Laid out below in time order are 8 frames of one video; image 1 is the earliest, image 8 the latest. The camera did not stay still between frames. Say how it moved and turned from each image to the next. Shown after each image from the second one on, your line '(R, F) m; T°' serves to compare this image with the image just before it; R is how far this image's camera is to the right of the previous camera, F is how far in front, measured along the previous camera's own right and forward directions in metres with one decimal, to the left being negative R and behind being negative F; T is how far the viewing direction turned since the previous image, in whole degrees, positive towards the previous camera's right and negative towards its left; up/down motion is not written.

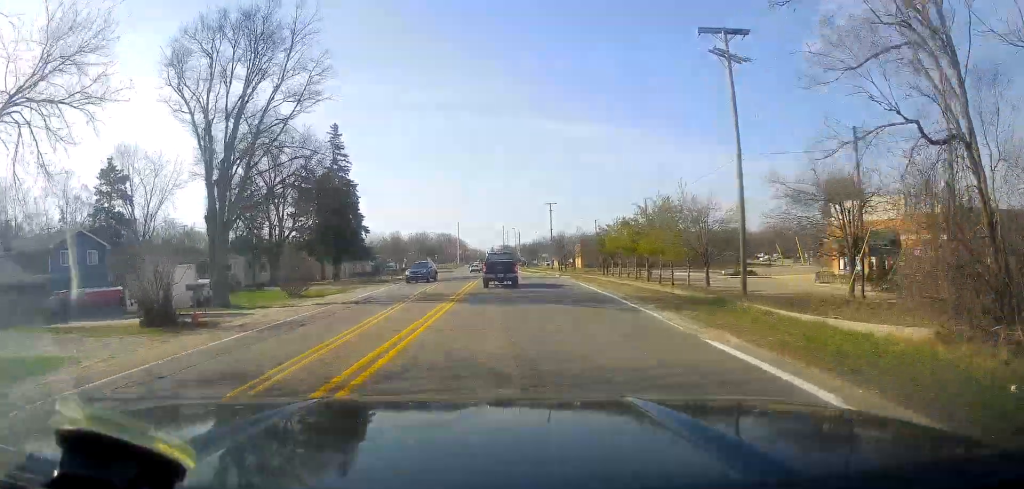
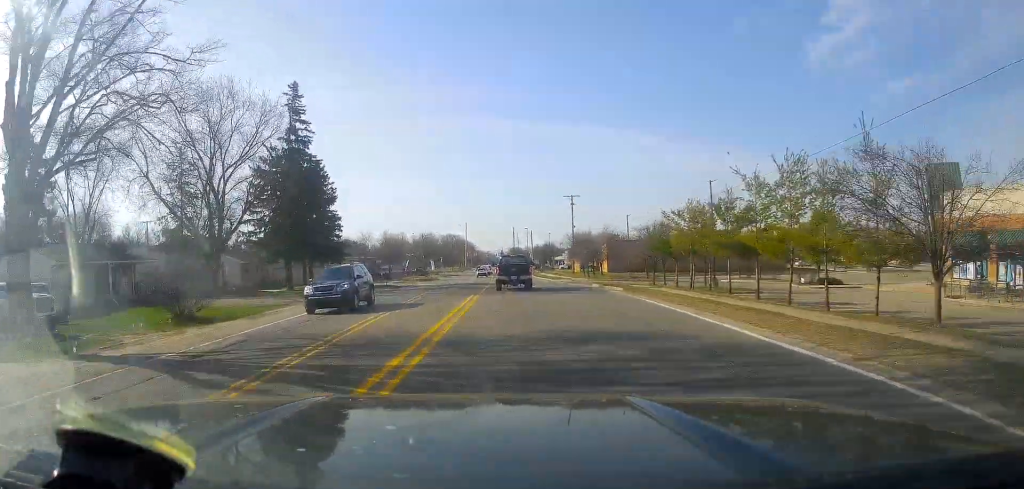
(+0.2, +16.6) m; -1°
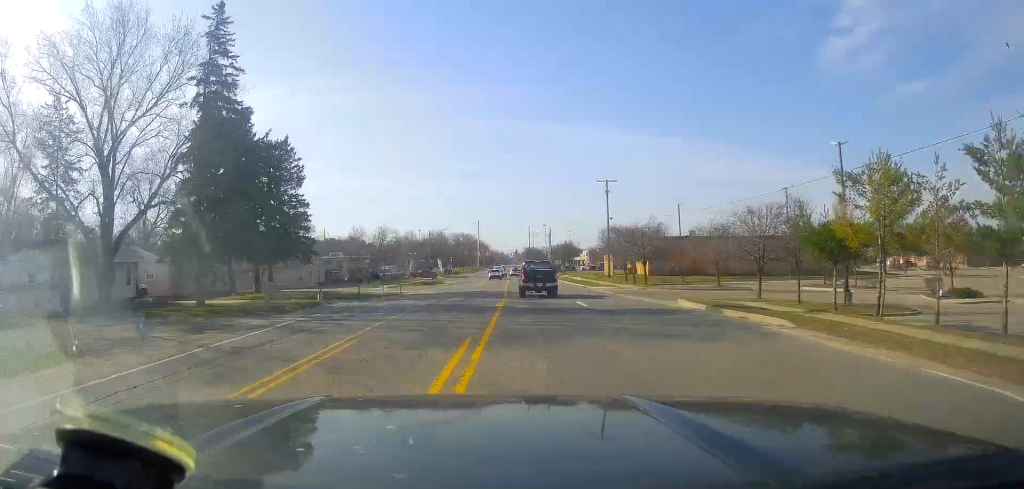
(-0.6, +16.9) m; -3°
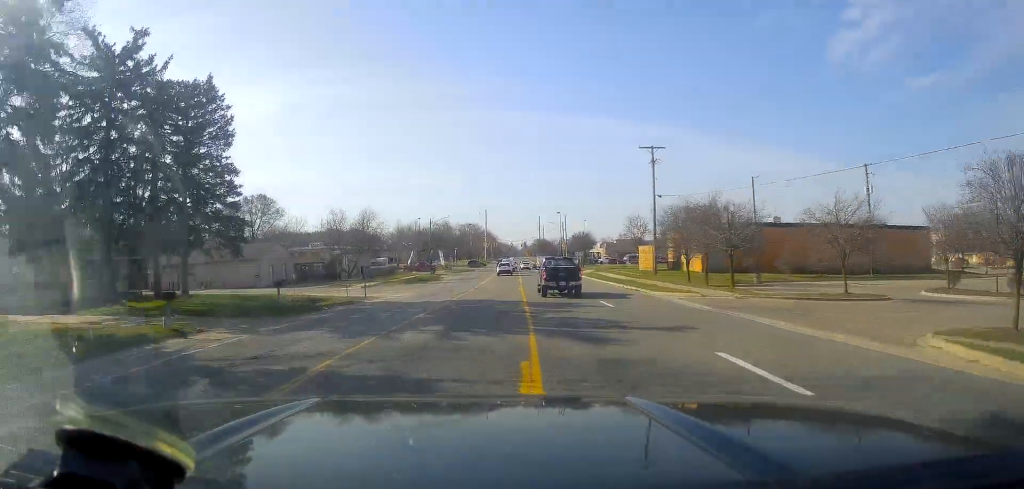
(-0.2, +16.8) m; 0°
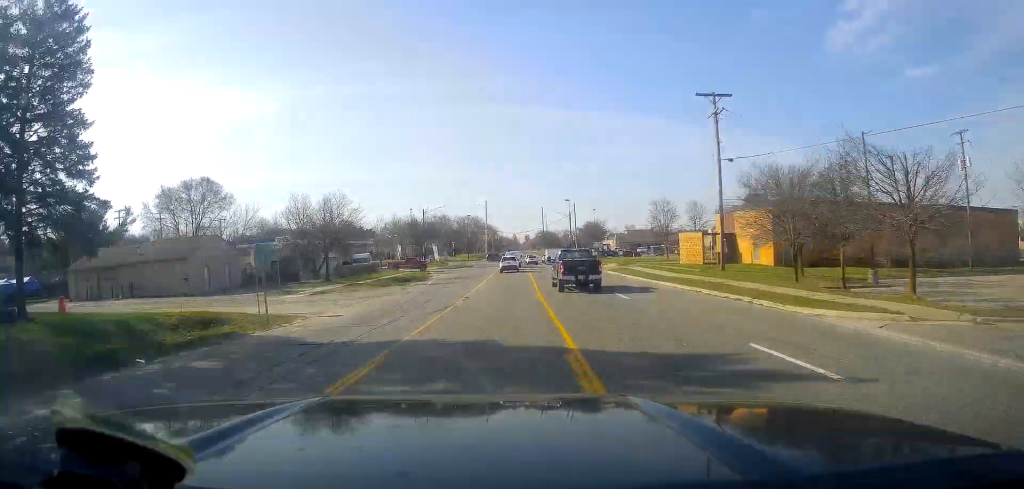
(+0.3, +16.2) m; +3°
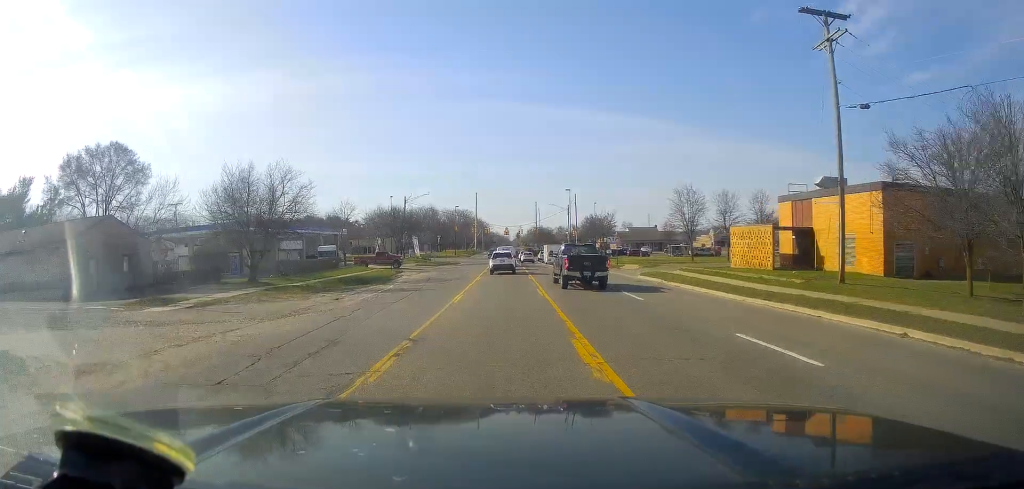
(+0.5, +16.0) m; +2°
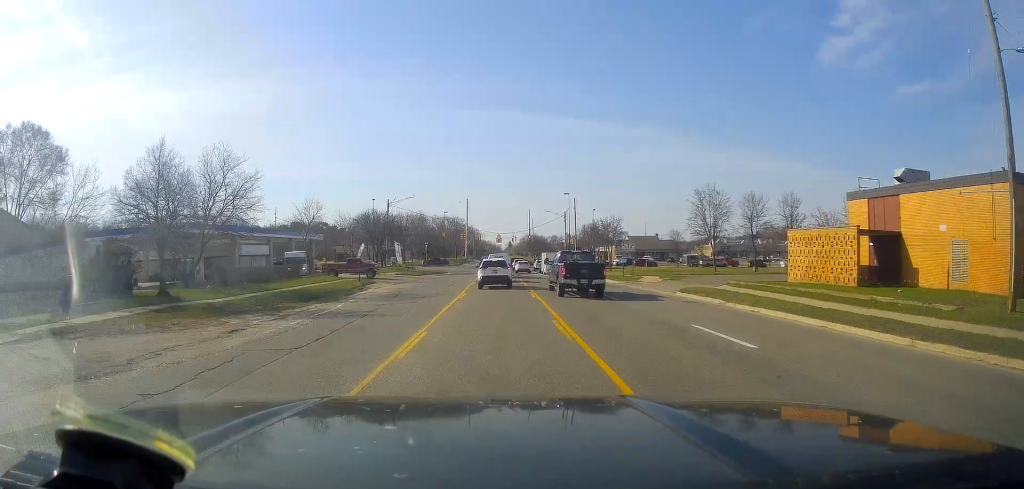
(0.0, +10.0) m; -4°
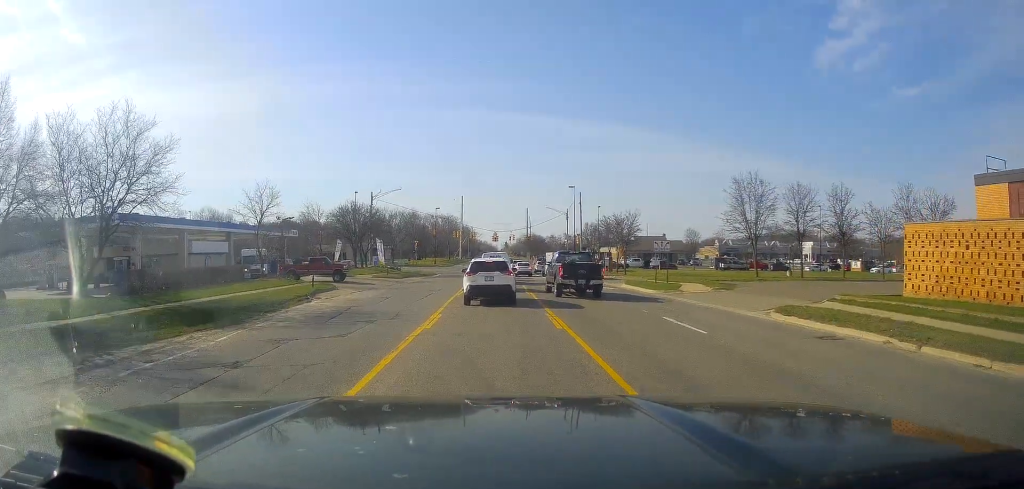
(-0.6, +10.7) m; +3°
